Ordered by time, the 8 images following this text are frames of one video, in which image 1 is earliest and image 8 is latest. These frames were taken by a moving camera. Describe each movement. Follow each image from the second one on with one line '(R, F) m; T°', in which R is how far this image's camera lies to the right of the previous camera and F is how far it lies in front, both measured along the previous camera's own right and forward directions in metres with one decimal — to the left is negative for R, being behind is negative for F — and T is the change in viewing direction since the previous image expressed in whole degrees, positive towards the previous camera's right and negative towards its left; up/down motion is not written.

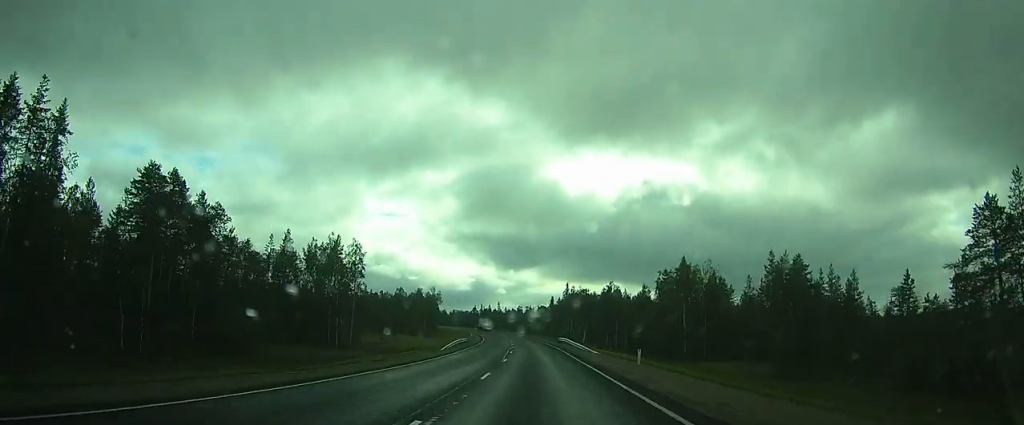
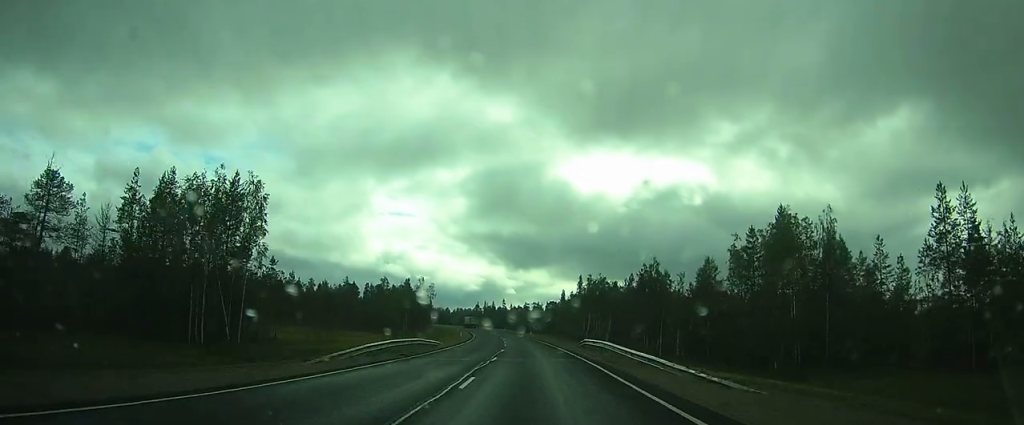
(+0.1, +29.2) m; -1°
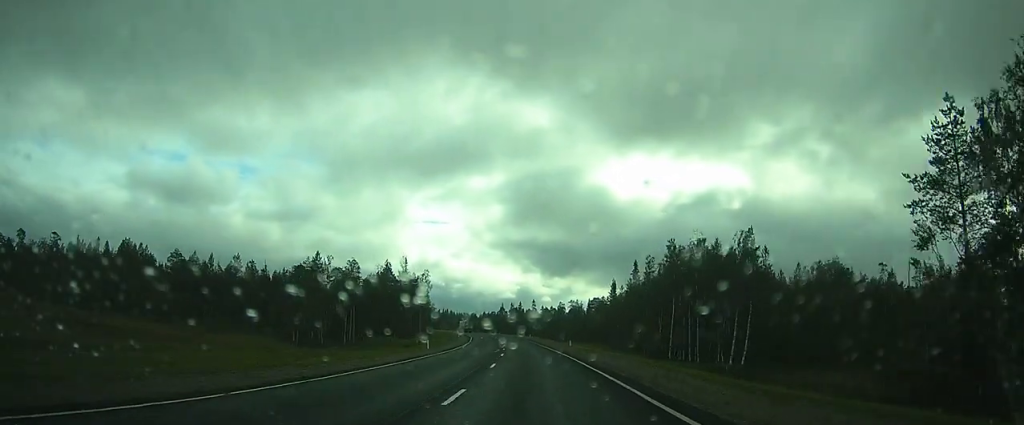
(-1.1, +51.1) m; -2°
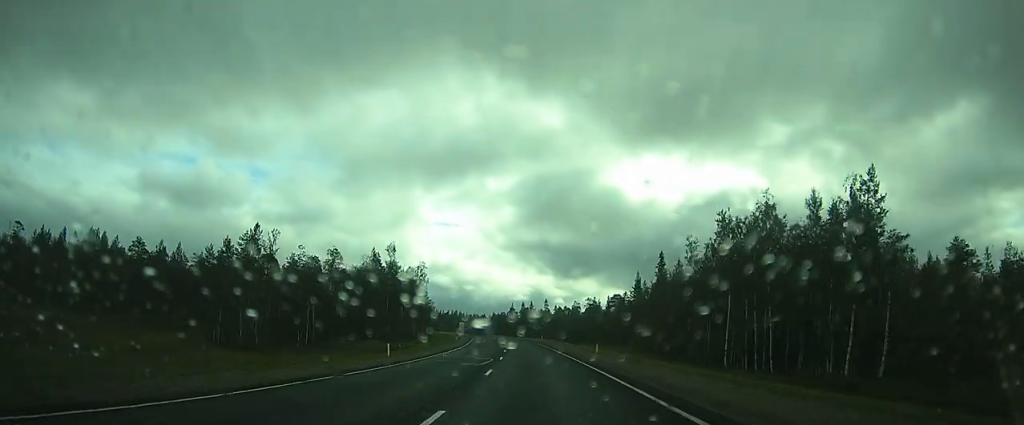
(0.0, +16.1) m; 0°
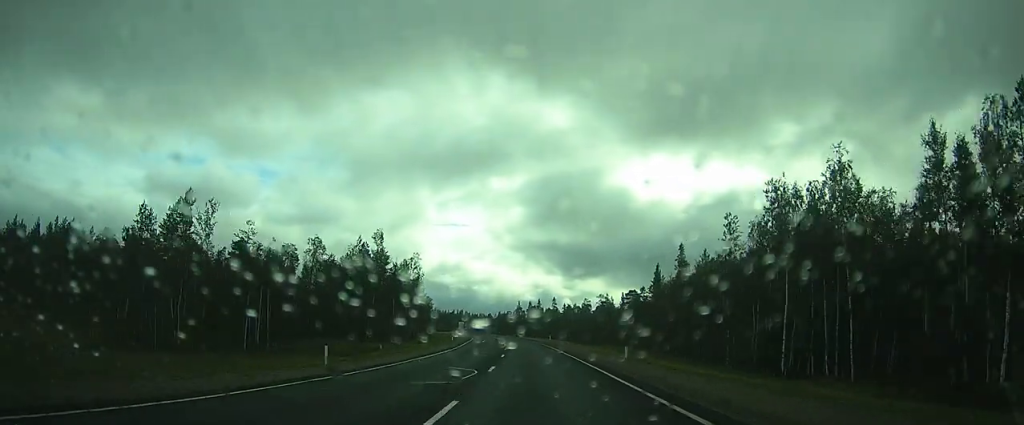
(0.0, +10.7) m; 0°
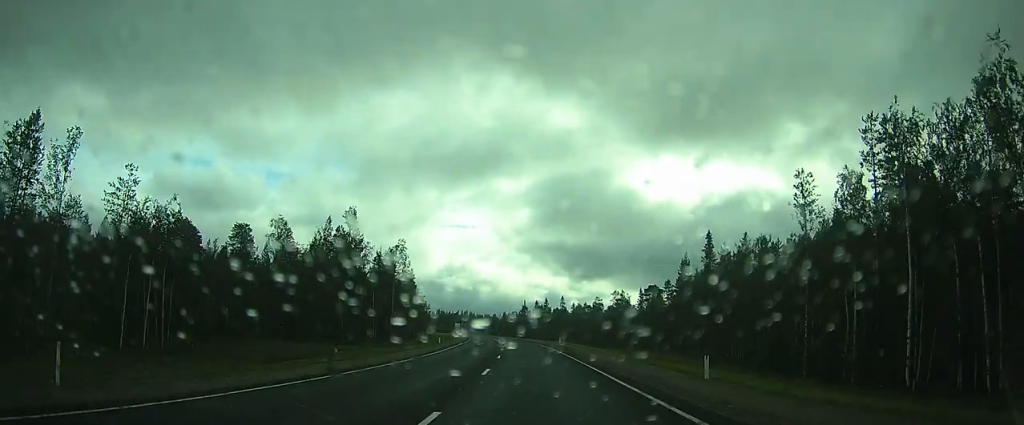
(0.0, +13.7) m; 0°
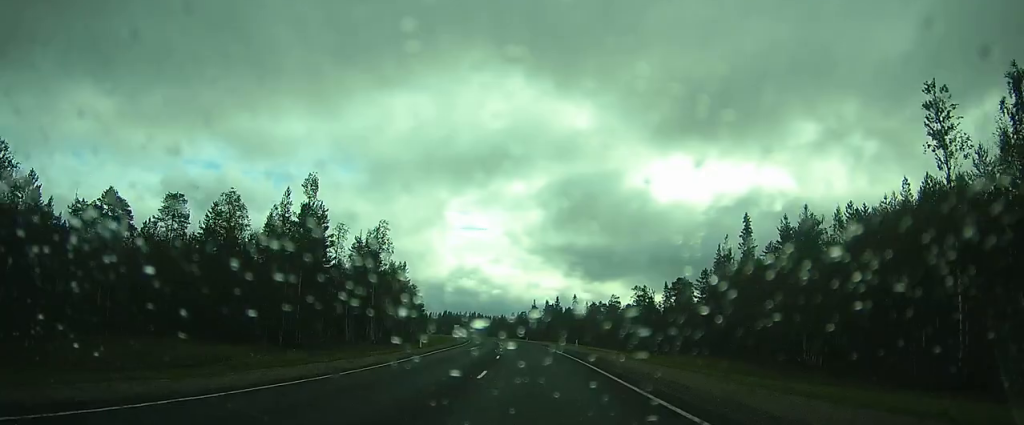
(0.0, +13.8) m; -1°
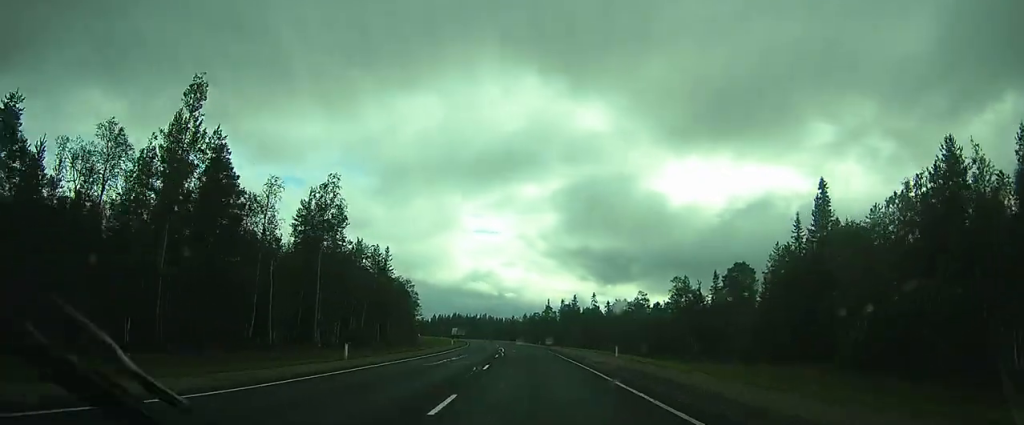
(-0.2, +19.9) m; -2°
